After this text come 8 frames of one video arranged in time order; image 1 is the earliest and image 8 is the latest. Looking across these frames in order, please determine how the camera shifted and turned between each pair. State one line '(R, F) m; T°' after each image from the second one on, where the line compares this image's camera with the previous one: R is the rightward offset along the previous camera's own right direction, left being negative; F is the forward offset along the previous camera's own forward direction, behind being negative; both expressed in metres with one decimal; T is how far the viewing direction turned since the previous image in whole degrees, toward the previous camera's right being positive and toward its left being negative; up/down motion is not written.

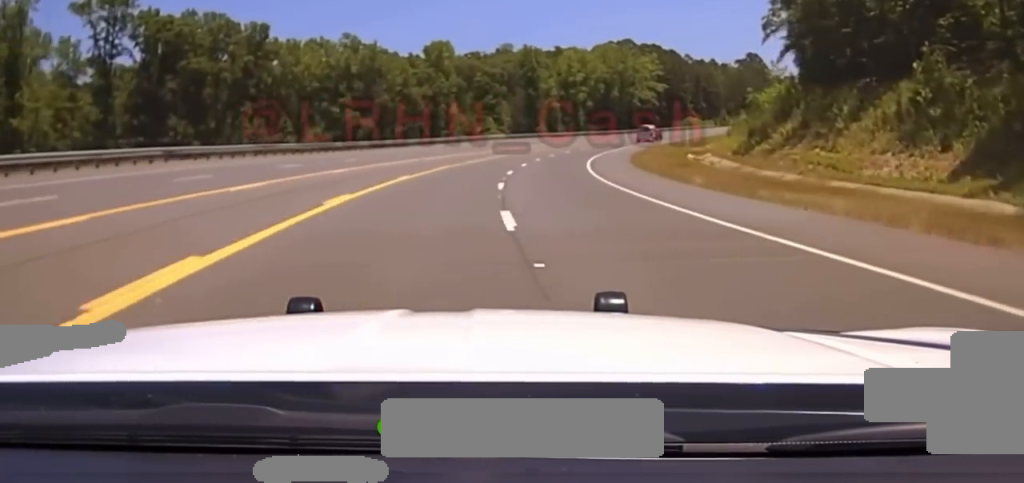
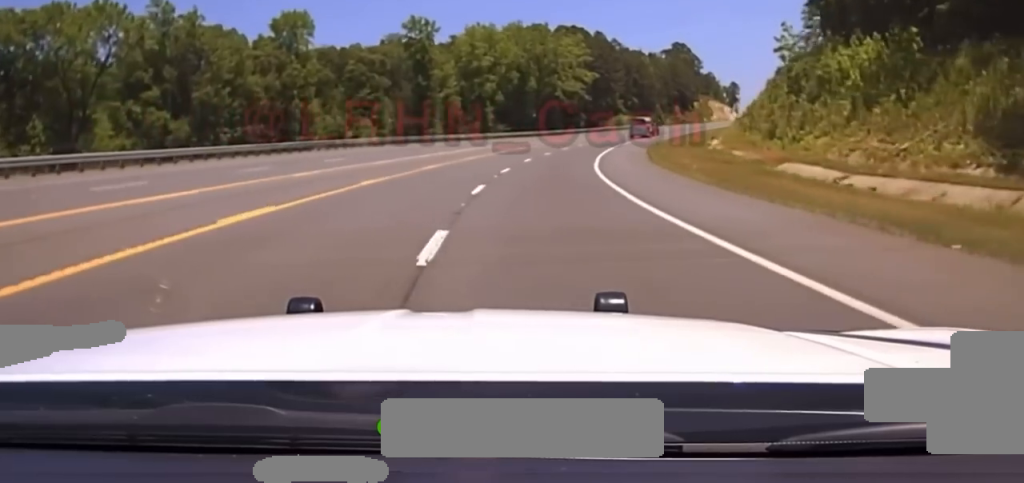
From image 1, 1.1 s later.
(+2.2, +47.6) m; +5°
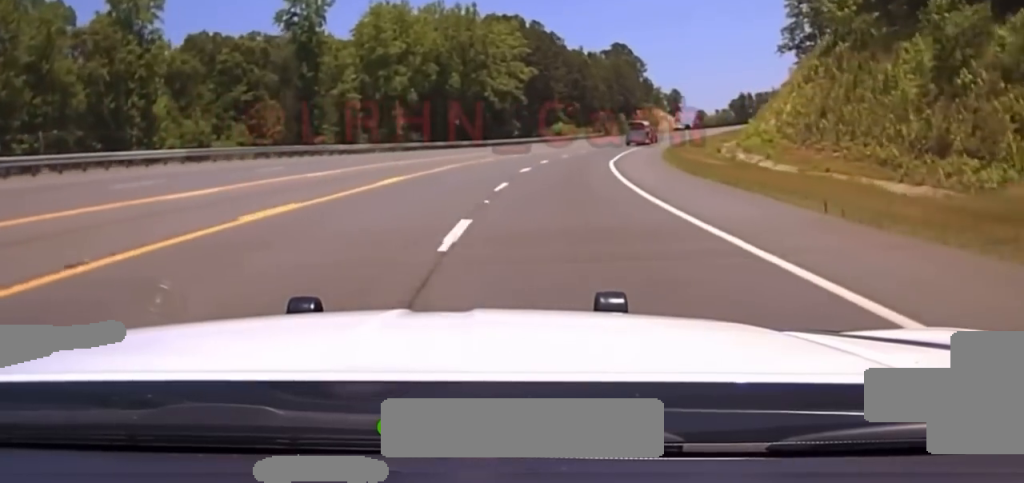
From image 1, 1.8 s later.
(+0.7, +29.4) m; +4°
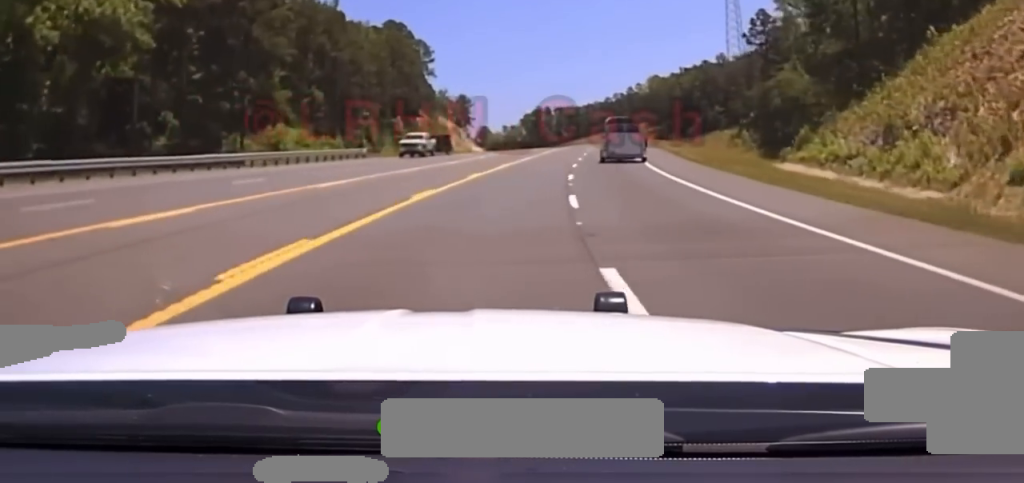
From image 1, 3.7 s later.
(+8.6, +76.2) m; +14°
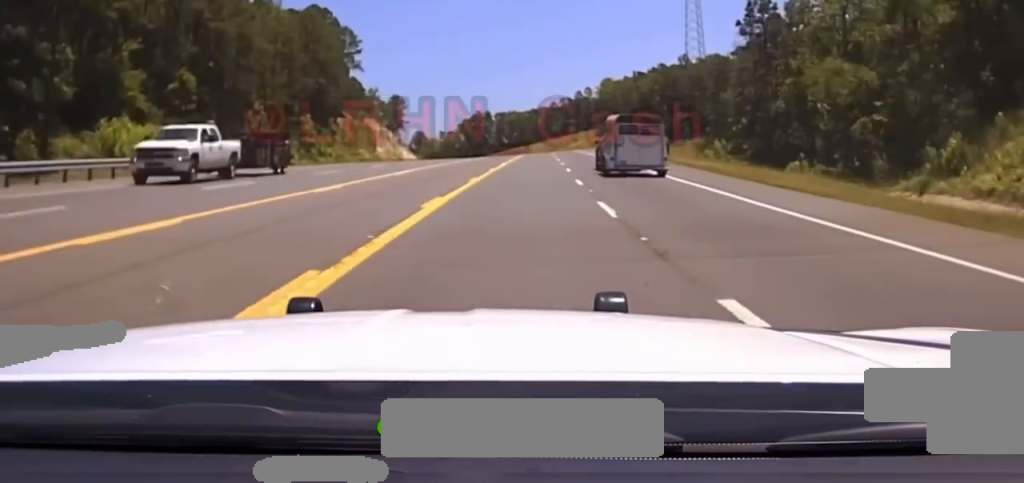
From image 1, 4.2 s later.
(+1.5, +24.4) m; +4°
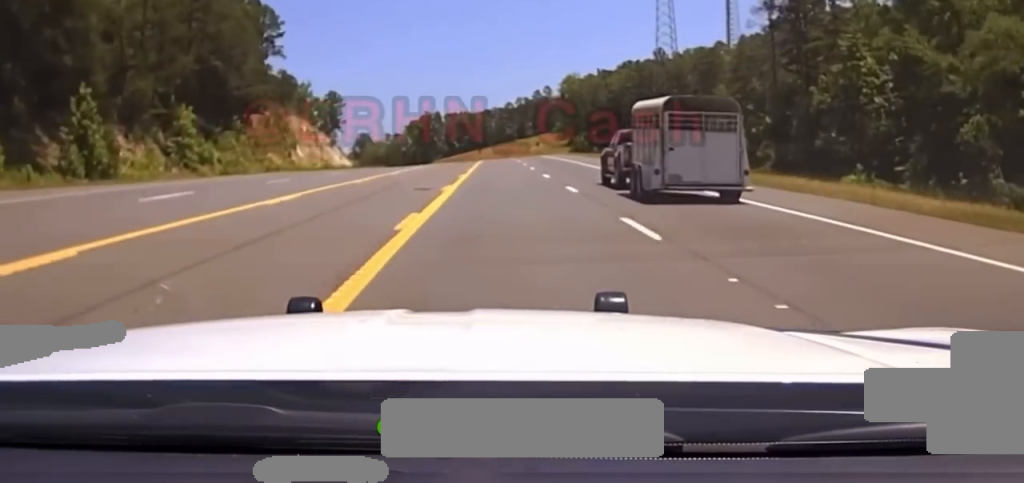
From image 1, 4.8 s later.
(+0.4, +26.2) m; +4°
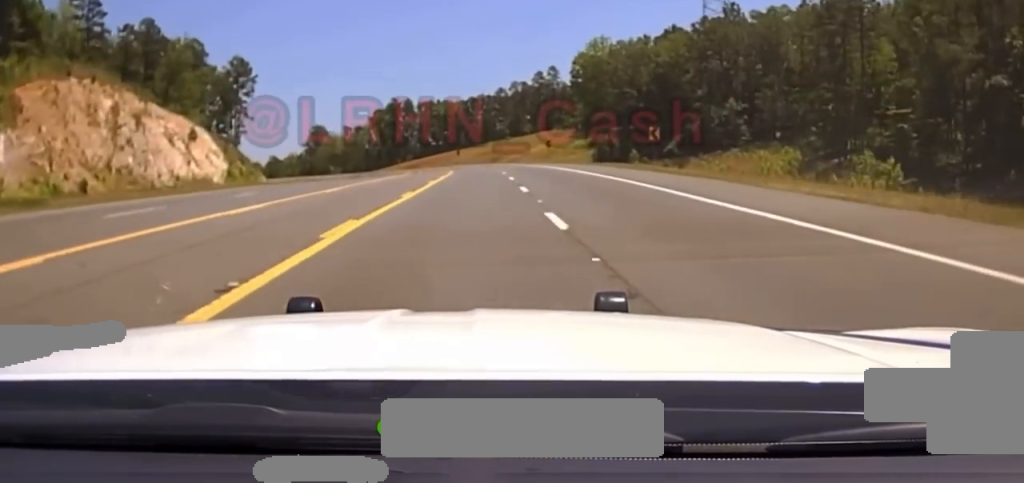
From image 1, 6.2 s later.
(+4.4, +68.6) m; +5°
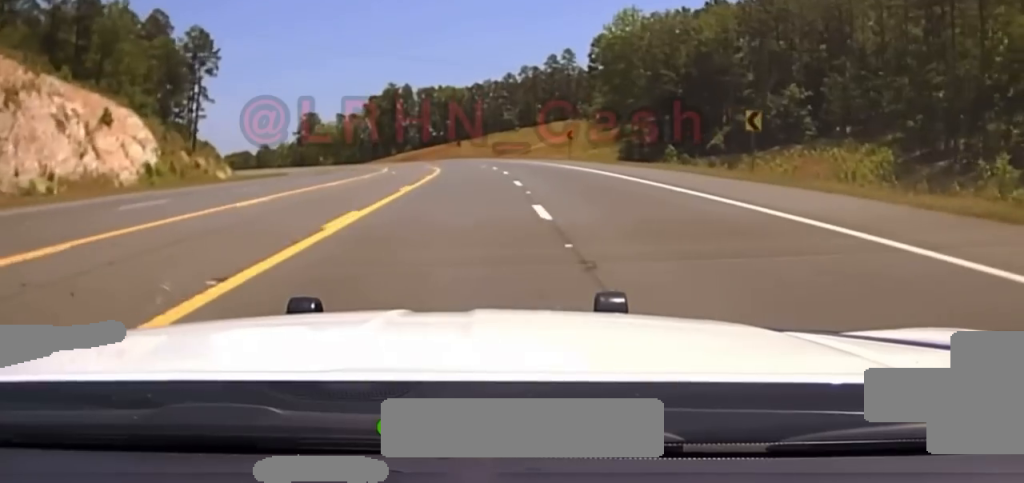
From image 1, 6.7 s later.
(+0.2, +22.8) m; 0°
